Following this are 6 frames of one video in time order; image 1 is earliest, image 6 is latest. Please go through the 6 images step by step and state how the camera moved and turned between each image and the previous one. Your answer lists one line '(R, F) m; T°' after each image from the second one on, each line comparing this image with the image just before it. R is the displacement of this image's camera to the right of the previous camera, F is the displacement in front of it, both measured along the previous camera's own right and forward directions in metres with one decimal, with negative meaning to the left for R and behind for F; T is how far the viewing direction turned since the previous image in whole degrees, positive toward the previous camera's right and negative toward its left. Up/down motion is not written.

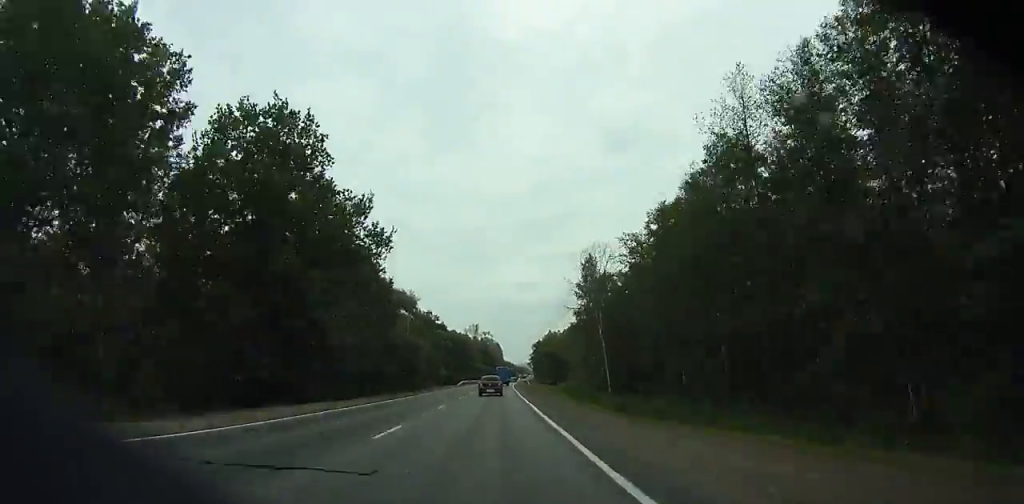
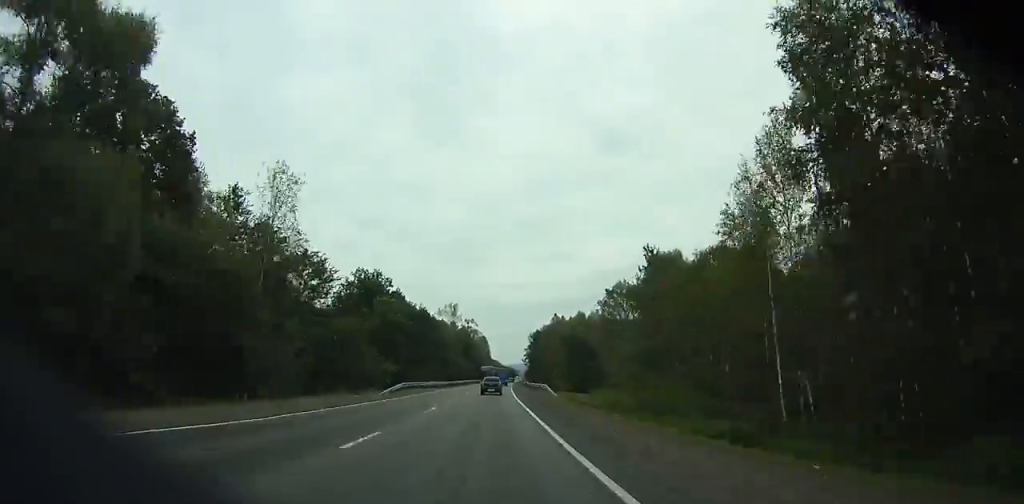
(-0.1, +61.8) m; +1°
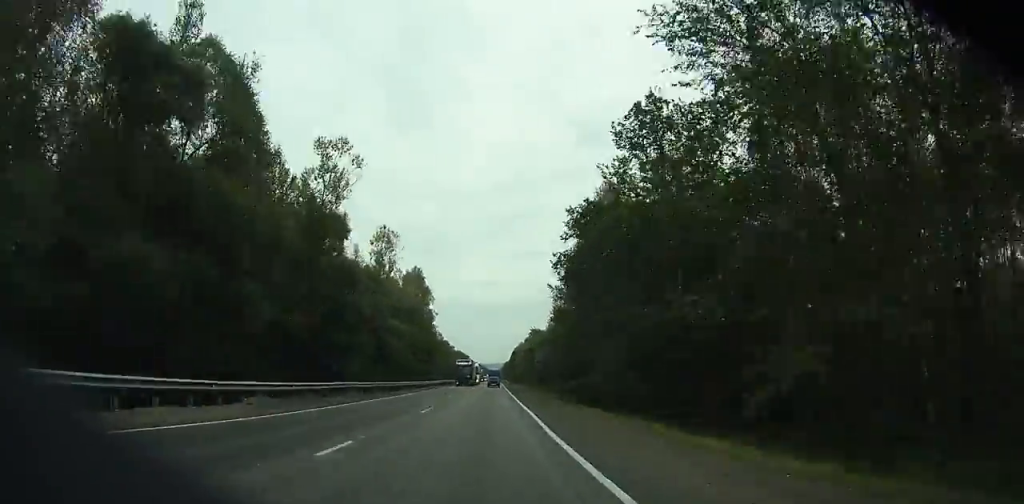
(+6.1, +171.9) m; +3°
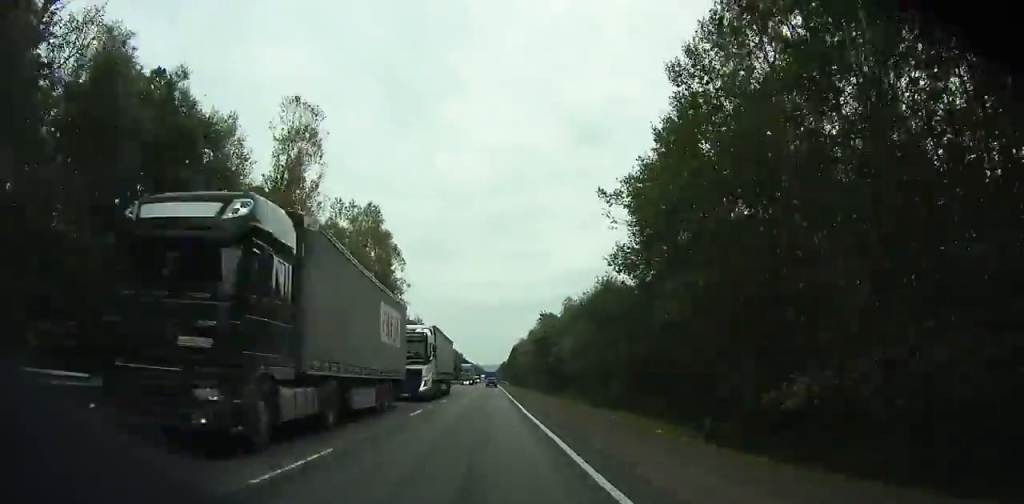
(+0.1, +37.8) m; 0°
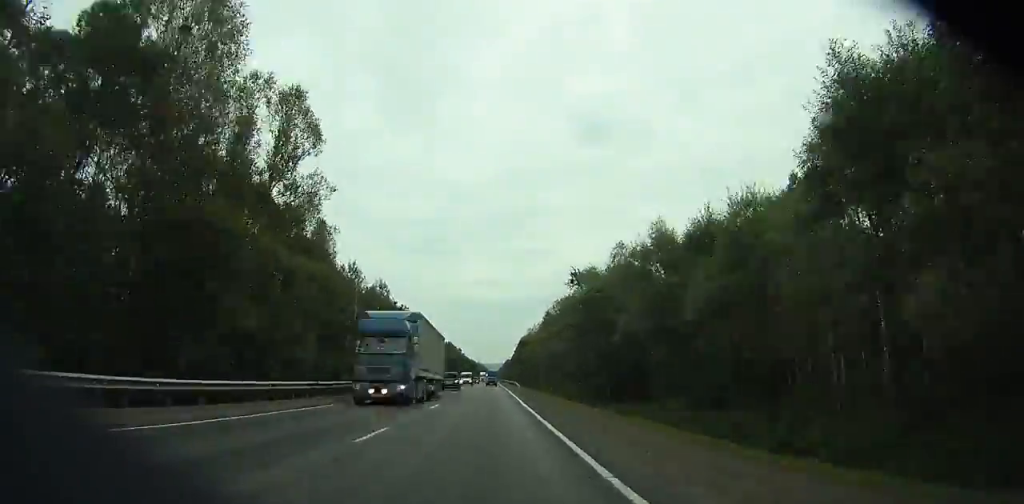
(+0.1, +43.0) m; 0°
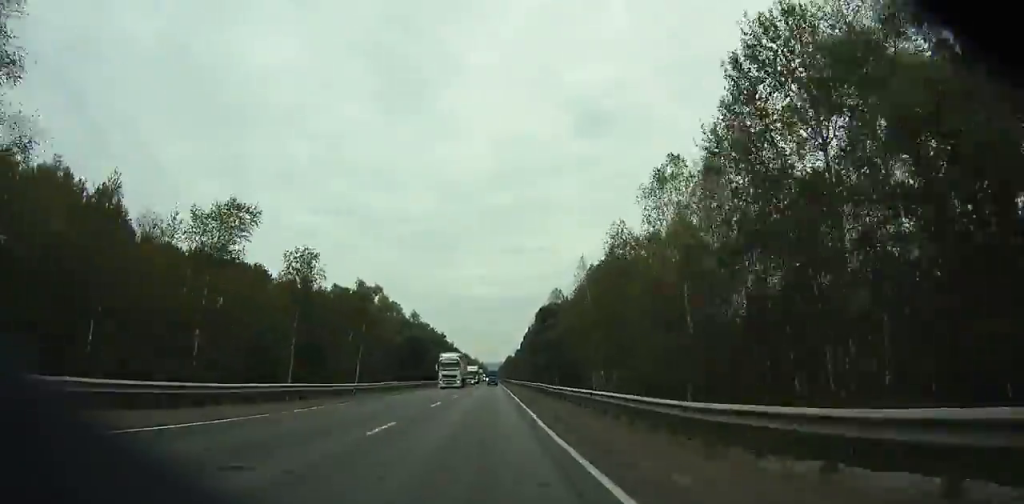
(+0.3, +92.9) m; 0°
